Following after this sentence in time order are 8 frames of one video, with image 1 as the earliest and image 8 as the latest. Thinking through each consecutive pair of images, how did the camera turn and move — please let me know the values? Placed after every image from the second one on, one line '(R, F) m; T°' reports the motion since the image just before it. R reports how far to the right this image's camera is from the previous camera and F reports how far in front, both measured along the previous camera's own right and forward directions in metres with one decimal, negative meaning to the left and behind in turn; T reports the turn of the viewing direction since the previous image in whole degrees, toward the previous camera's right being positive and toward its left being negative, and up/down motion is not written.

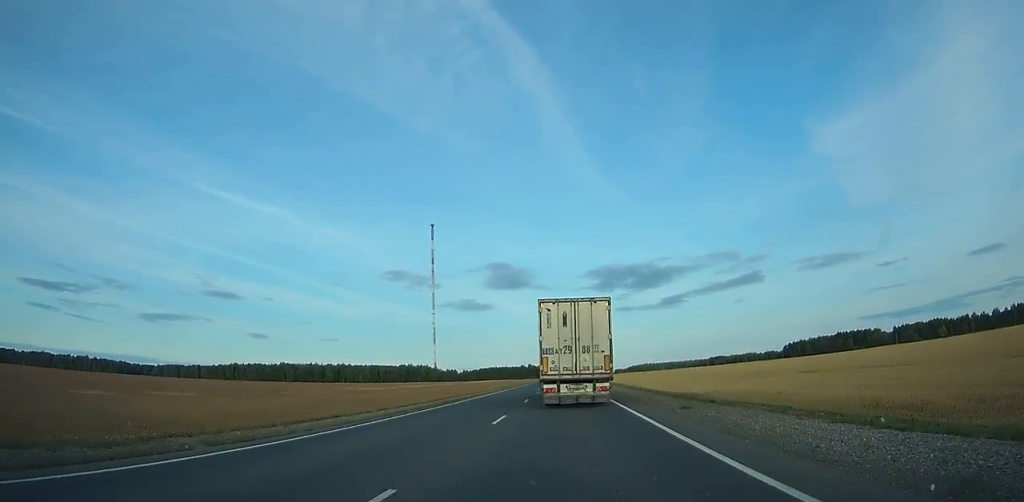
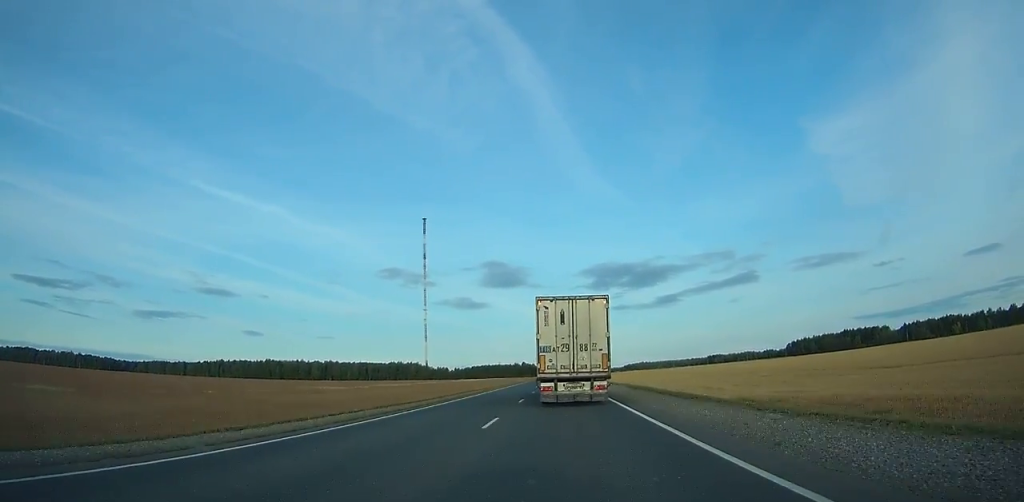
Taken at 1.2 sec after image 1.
(0.0, +25.8) m; 0°
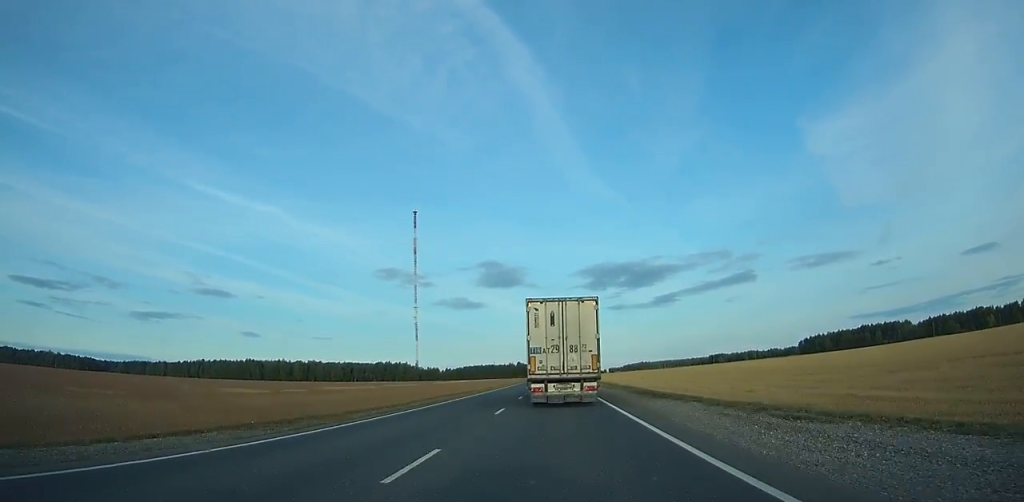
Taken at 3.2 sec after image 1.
(0.0, +42.9) m; 0°
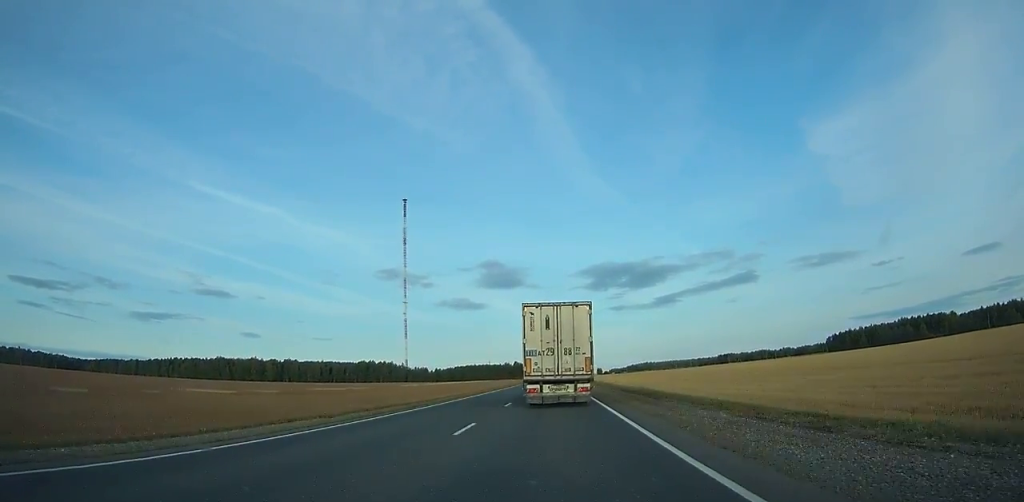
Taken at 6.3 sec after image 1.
(+0.4, +66.2) m; 0°
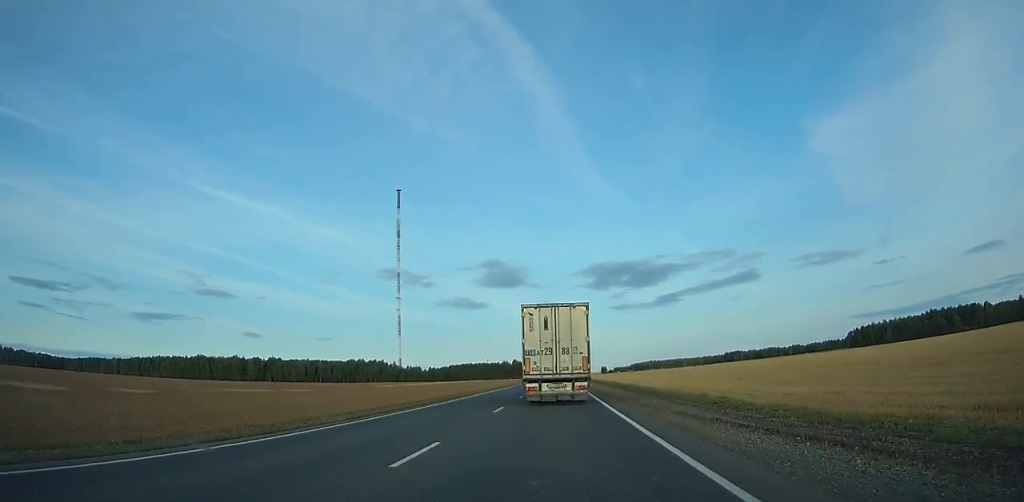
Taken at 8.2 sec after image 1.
(-0.2, +40.5) m; 0°
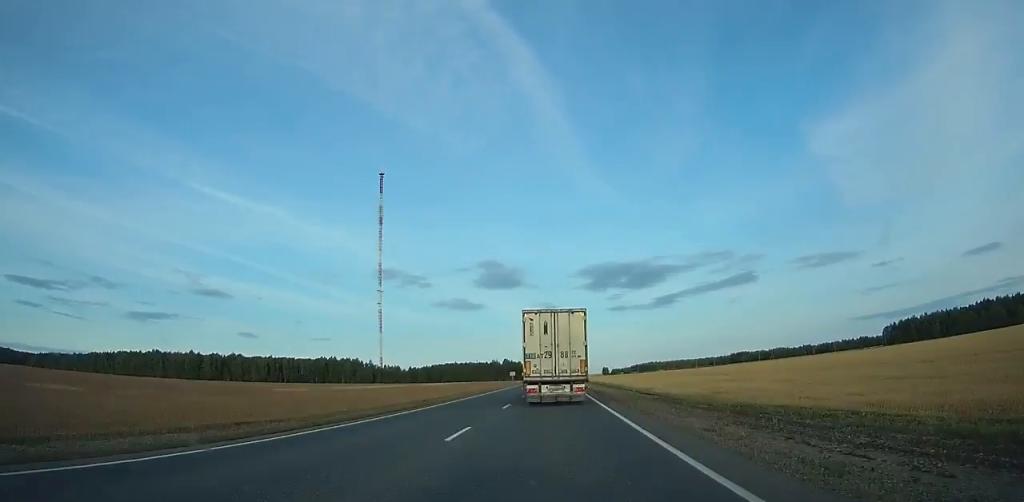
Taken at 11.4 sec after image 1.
(+0.1, +68.3) m; 0°
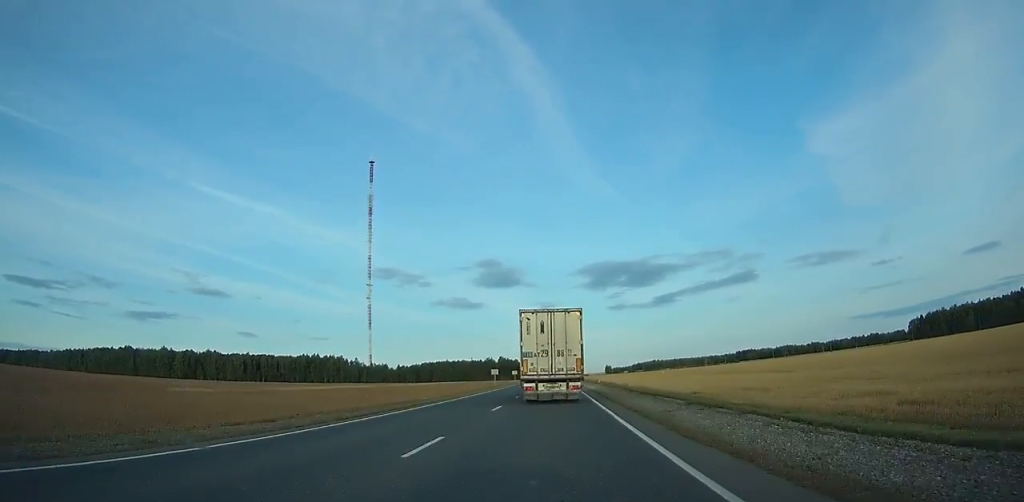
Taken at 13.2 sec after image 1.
(+0.1, +38.5) m; 0°
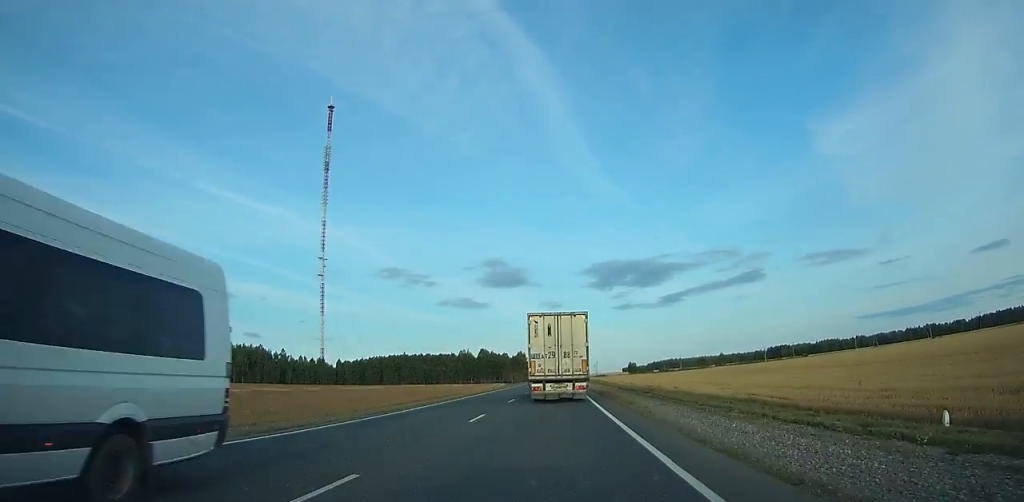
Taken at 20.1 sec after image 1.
(-0.4, +149.3) m; -1°
